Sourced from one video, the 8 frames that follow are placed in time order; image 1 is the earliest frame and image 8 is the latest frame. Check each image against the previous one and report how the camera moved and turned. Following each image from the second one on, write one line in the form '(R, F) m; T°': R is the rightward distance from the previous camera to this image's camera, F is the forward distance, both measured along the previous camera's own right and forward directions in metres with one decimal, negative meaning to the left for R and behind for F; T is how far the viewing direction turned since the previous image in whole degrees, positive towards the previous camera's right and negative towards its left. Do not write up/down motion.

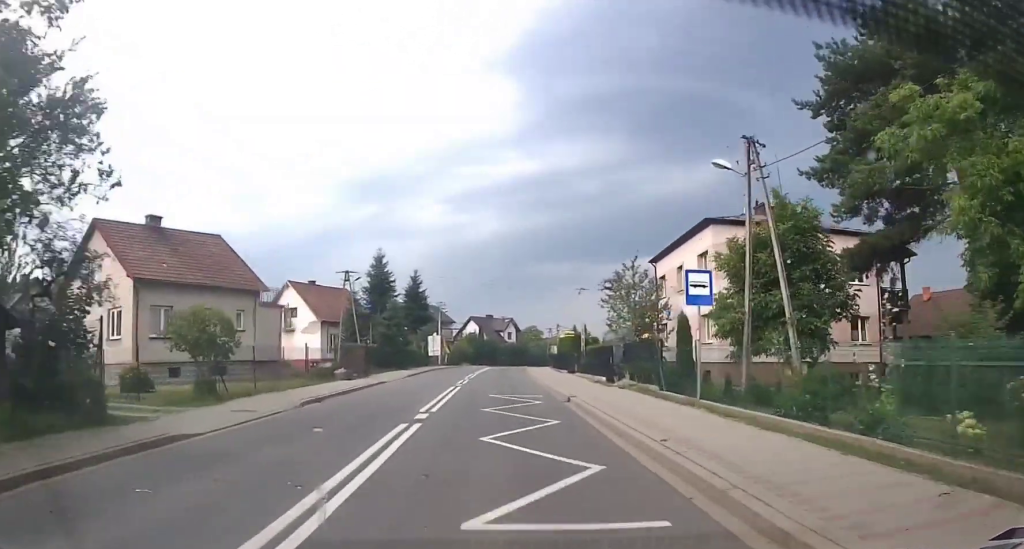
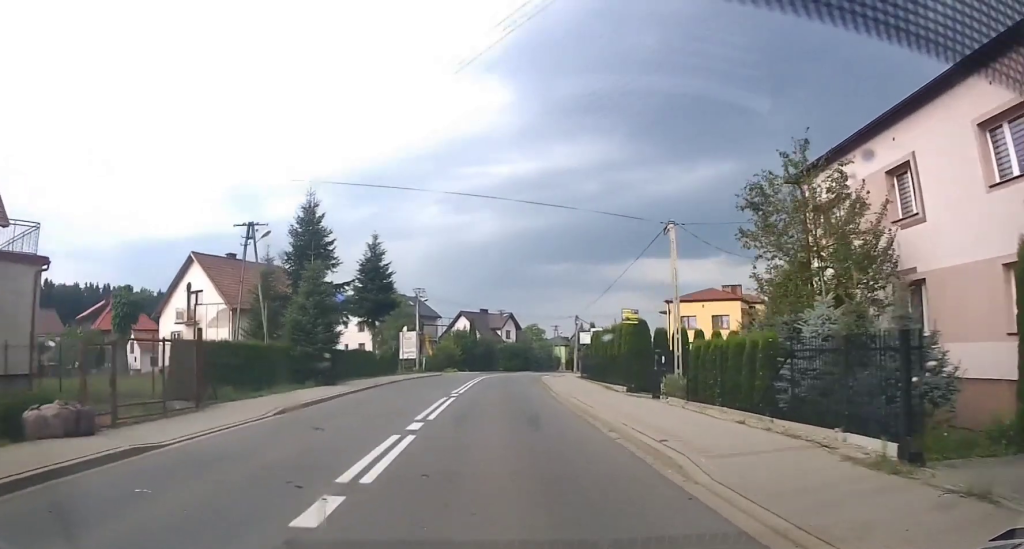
(0.0, +20.2) m; +1°
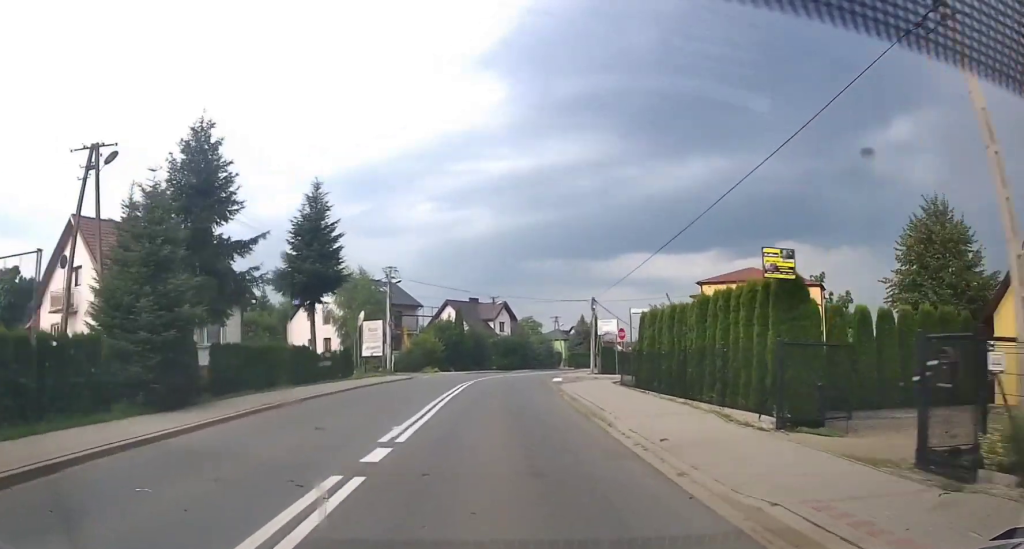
(+0.1, +13.2) m; 0°
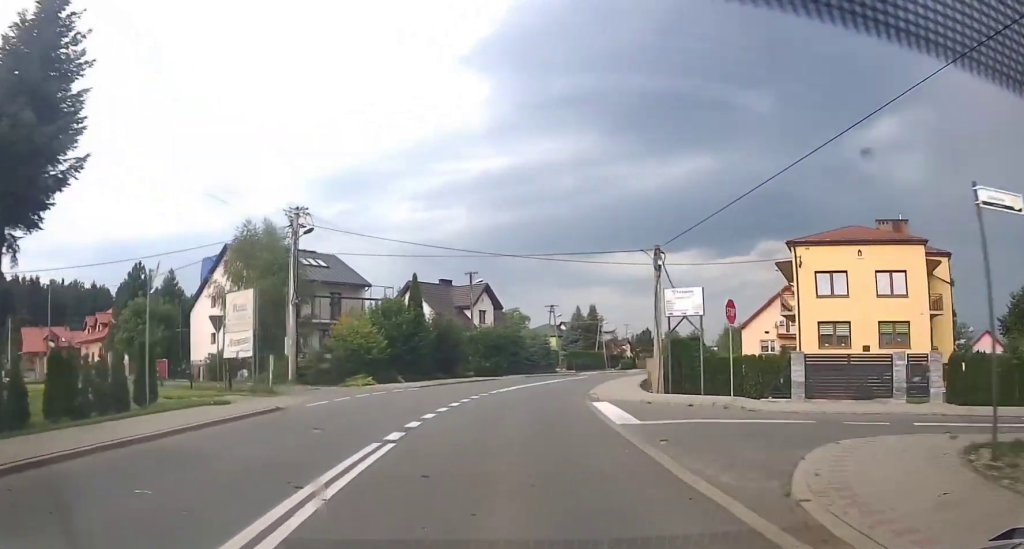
(+0.1, +21.0) m; +3°
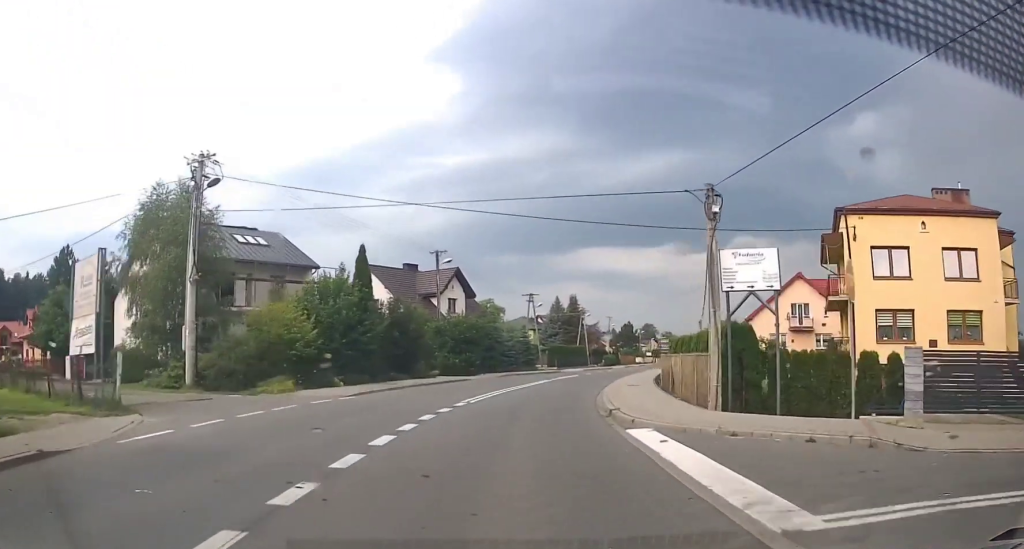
(+0.4, +8.9) m; +2°
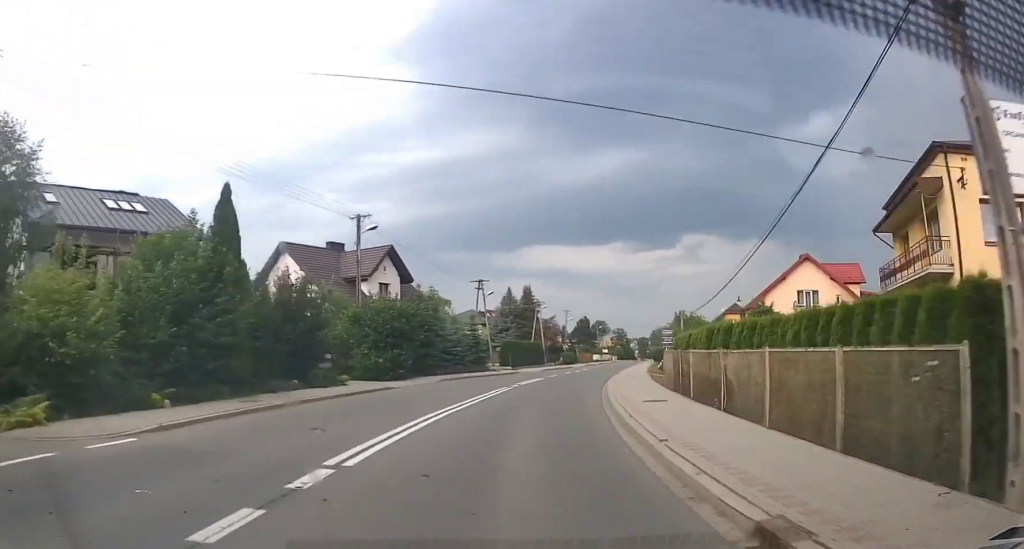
(+0.2, +10.4) m; +3°
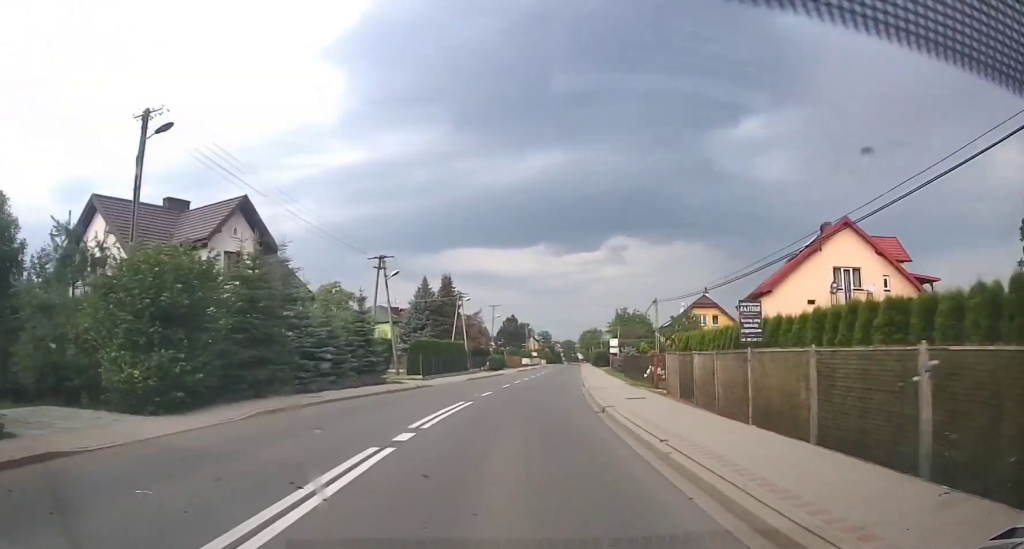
(+0.5, +15.9) m; +6°
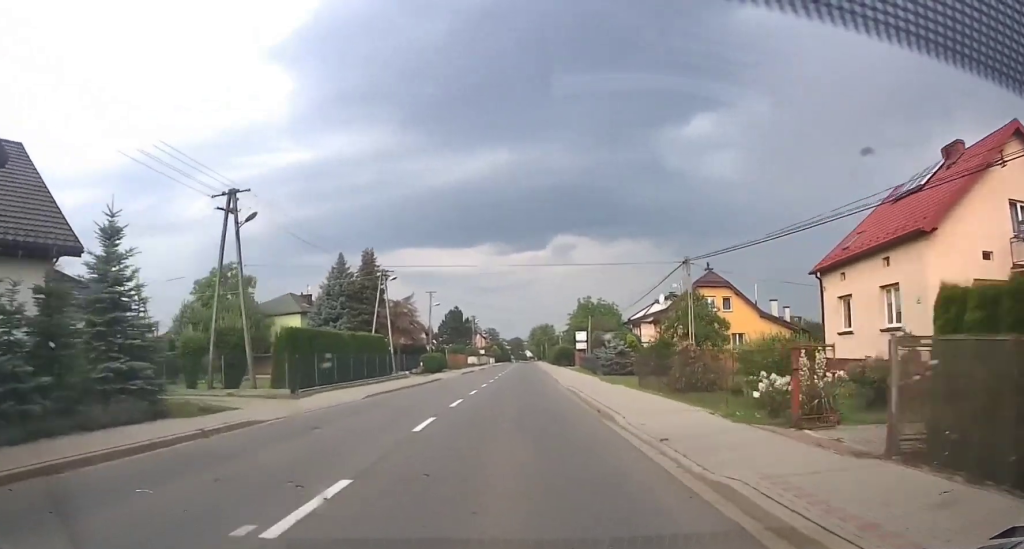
(+1.2, +17.1) m; +7°
